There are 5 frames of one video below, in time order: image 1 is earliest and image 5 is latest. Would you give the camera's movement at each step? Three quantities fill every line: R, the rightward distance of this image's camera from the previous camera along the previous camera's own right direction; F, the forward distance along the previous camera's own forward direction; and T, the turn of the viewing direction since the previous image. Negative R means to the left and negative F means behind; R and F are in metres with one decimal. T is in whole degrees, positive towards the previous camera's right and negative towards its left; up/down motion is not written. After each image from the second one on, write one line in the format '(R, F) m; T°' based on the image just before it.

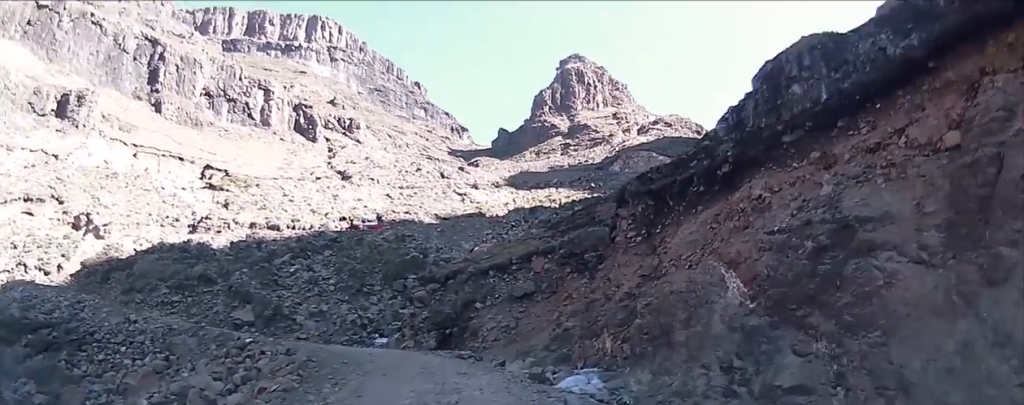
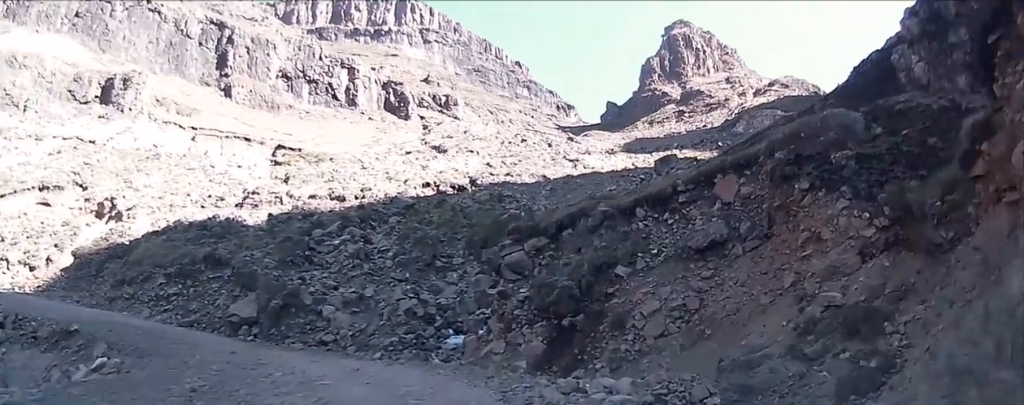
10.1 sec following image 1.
(-2.0, +16.0) m; -22°
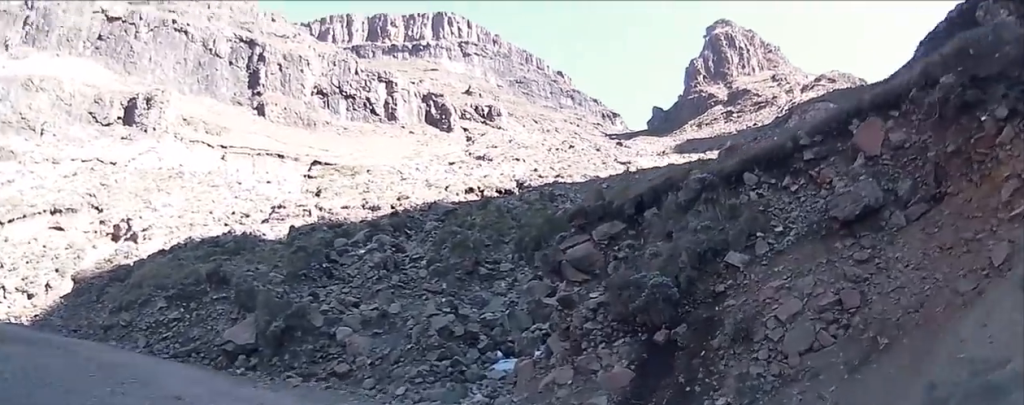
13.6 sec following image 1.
(+0.4, +5.8) m; -11°
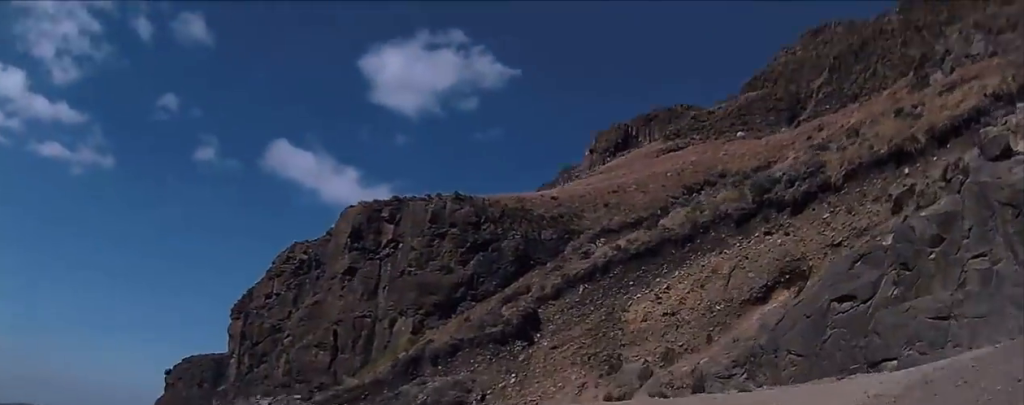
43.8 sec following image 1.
(-29.2, +40.6) m; -63°
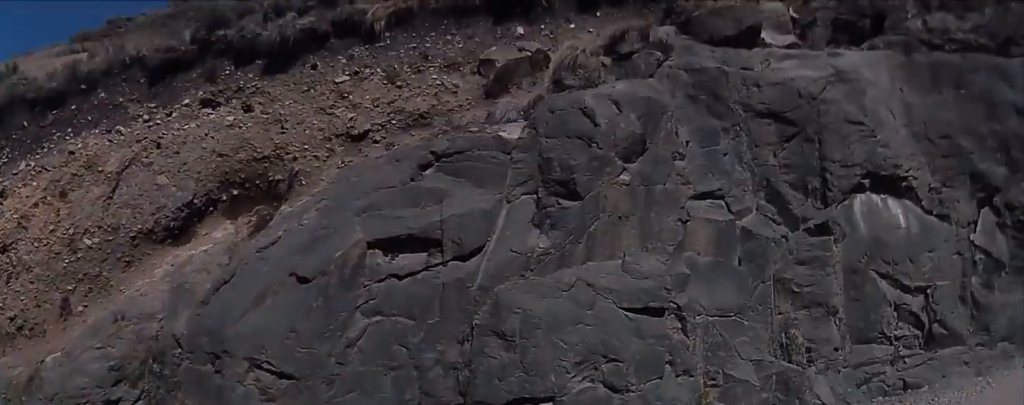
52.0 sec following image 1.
(-0.8, +9.3) m; -7°
